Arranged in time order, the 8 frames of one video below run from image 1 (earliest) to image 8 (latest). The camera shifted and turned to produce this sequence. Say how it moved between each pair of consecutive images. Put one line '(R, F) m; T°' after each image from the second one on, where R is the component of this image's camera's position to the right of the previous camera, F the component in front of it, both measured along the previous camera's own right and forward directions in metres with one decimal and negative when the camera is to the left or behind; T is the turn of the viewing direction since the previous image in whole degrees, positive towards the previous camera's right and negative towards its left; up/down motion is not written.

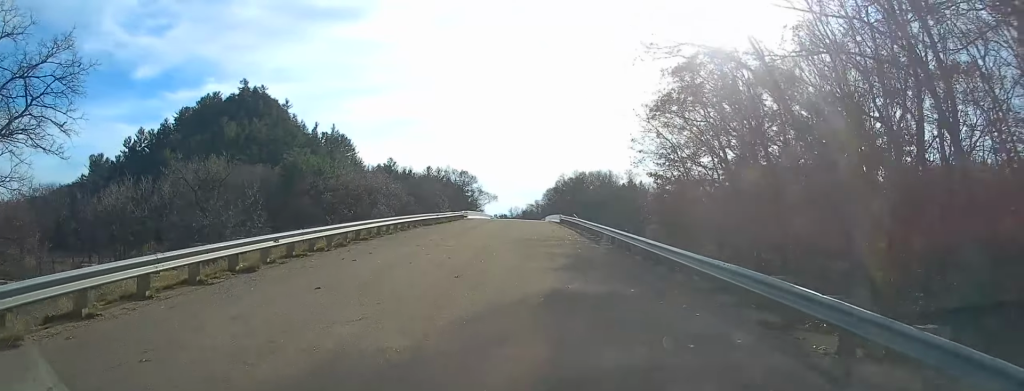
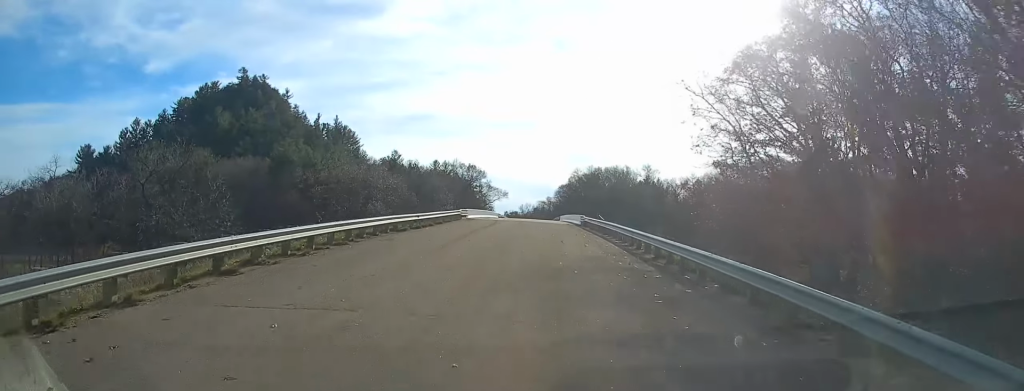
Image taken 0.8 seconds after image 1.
(-0.1, +12.8) m; +2°
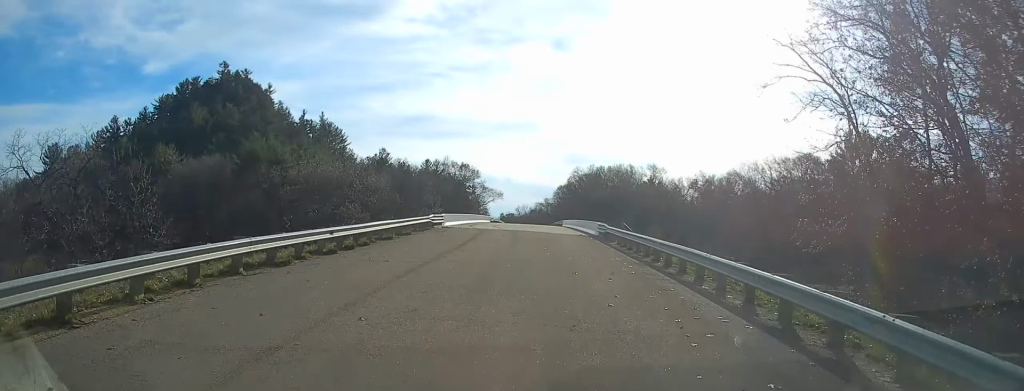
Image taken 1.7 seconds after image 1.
(+0.6, +14.6) m; +1°
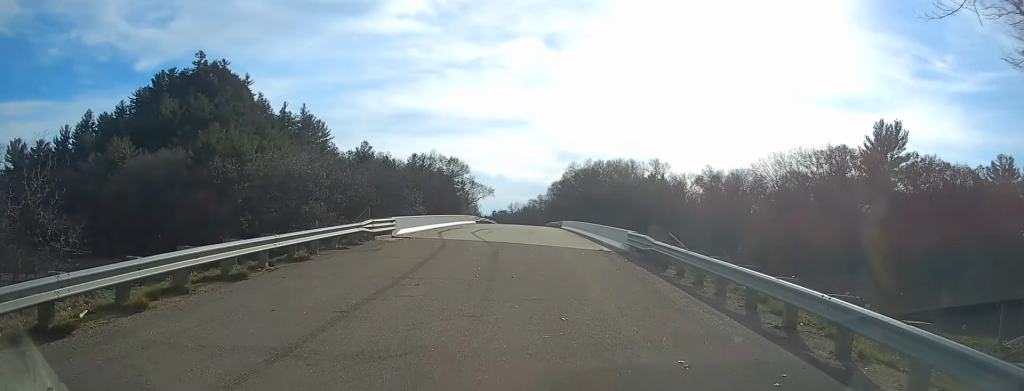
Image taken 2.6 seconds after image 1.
(-0.3, +13.6) m; -1°
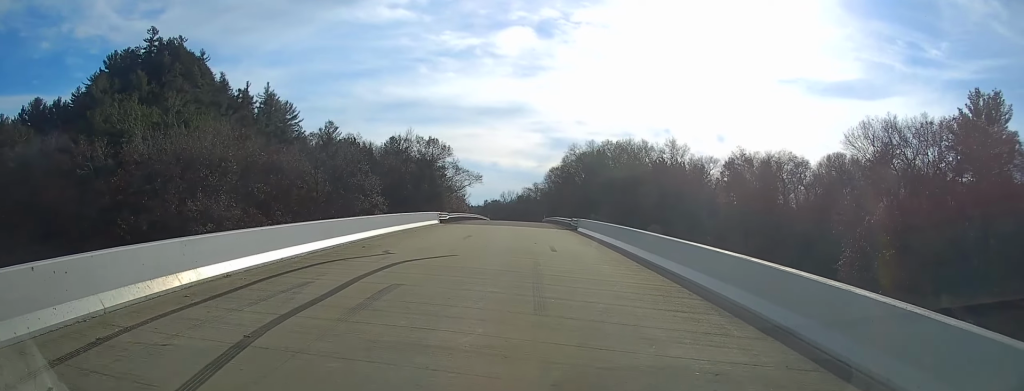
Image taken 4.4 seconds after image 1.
(-0.3, +27.6) m; 0°
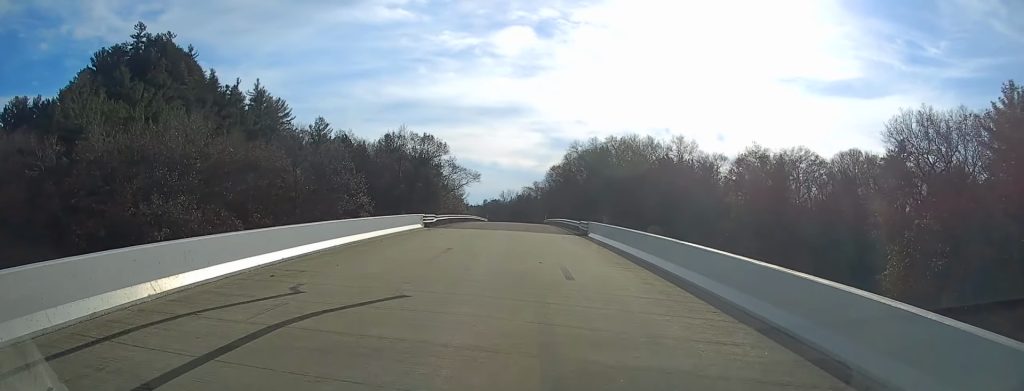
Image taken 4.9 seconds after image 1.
(0.0, +7.5) m; 0°
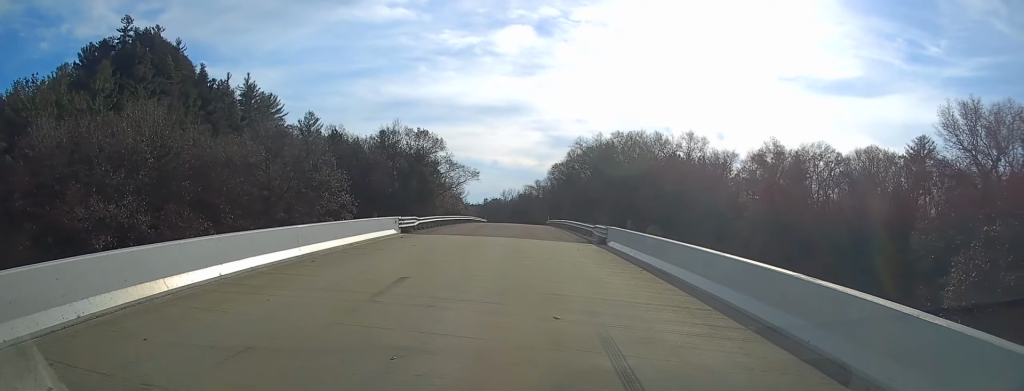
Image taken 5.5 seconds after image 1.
(0.0, +8.1) m; 0°
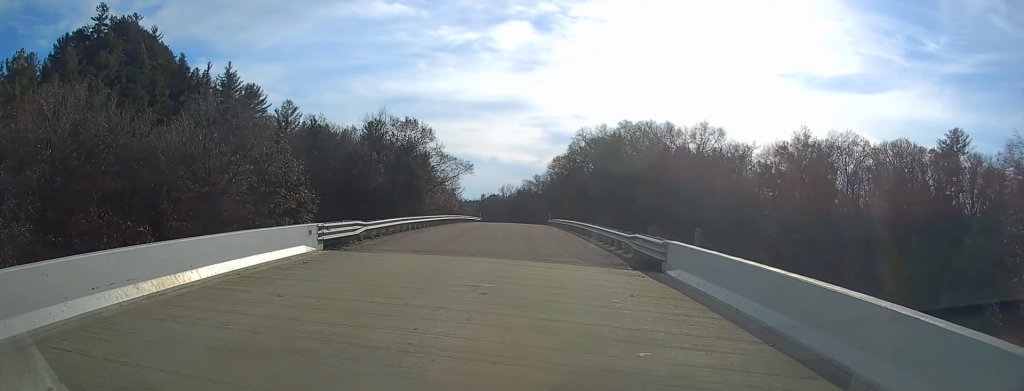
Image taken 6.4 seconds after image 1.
(0.0, +12.7) m; 0°
